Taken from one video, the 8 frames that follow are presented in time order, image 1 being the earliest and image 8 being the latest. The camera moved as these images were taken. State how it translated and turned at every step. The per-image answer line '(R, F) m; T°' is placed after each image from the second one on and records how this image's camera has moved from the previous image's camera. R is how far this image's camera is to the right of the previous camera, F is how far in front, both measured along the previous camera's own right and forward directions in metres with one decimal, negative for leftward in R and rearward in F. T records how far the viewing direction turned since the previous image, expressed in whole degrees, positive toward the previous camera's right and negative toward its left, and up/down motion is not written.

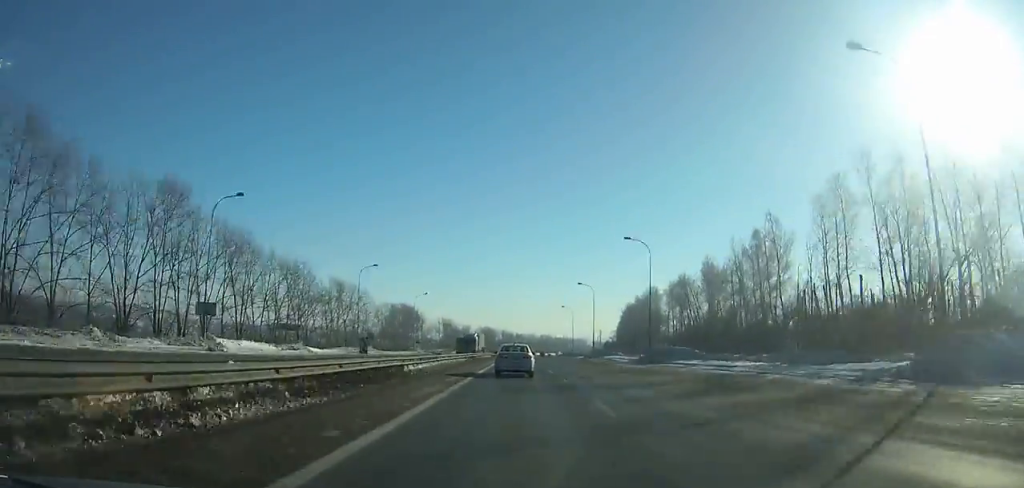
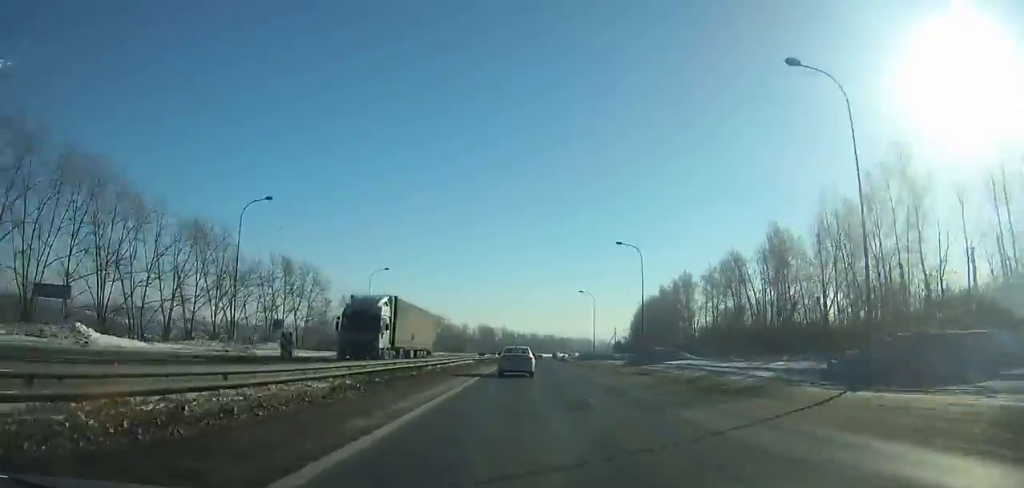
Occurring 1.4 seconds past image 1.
(-0.2, +33.3) m; 0°
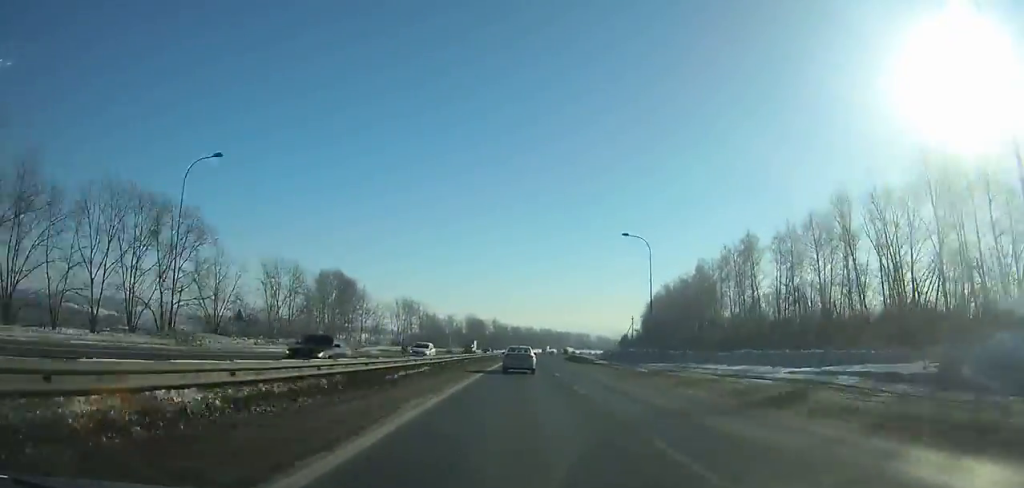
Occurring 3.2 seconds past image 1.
(+0.1, +43.7) m; +1°
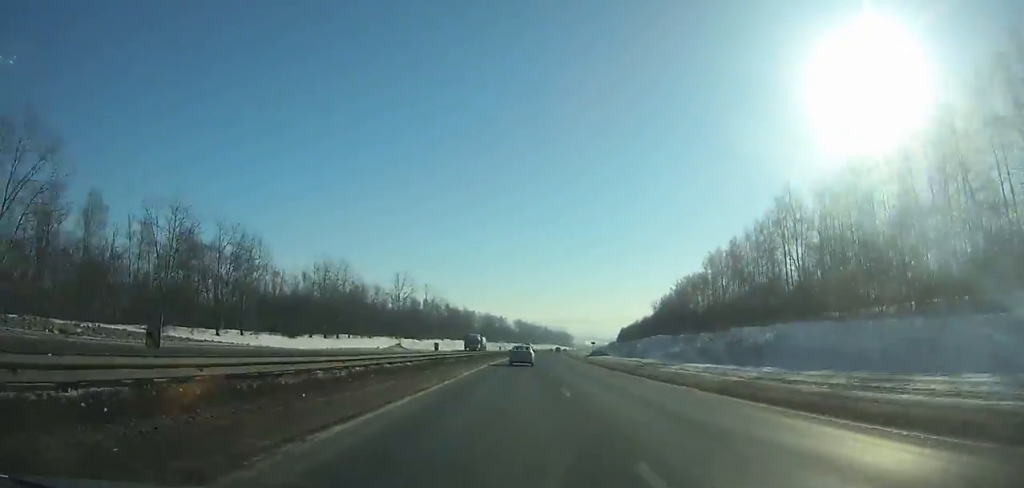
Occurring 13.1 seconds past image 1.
(+22.6, +264.1) m; +10°
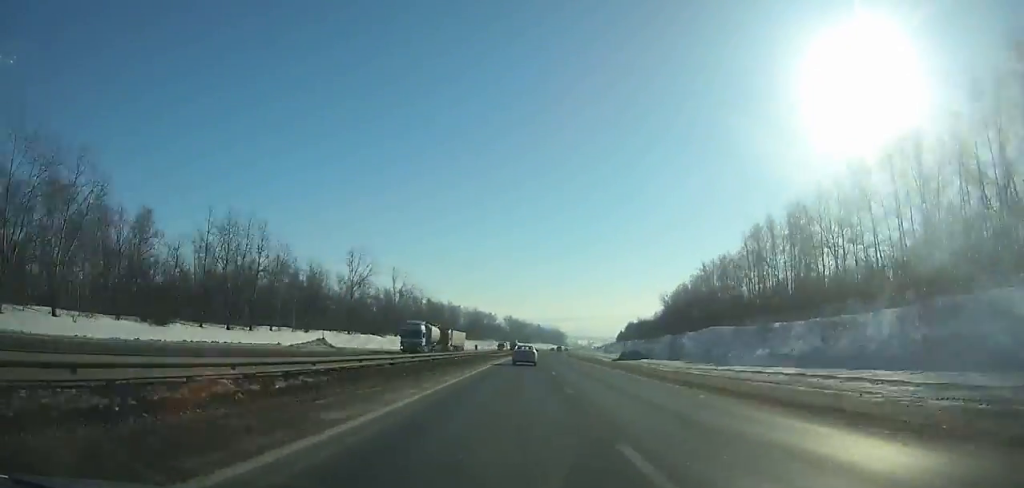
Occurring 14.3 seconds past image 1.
(0.0, +34.6) m; +1°
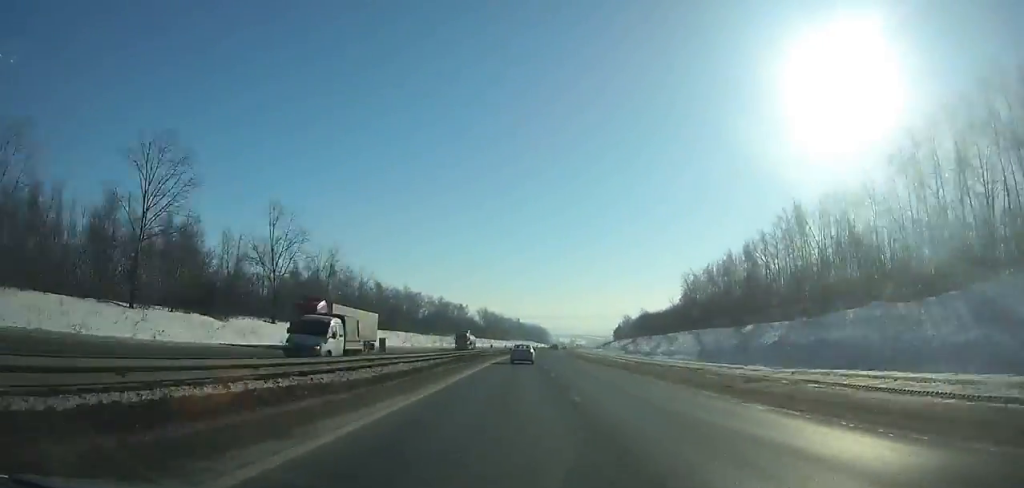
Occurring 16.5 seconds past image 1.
(+1.2, +64.9) m; +2°
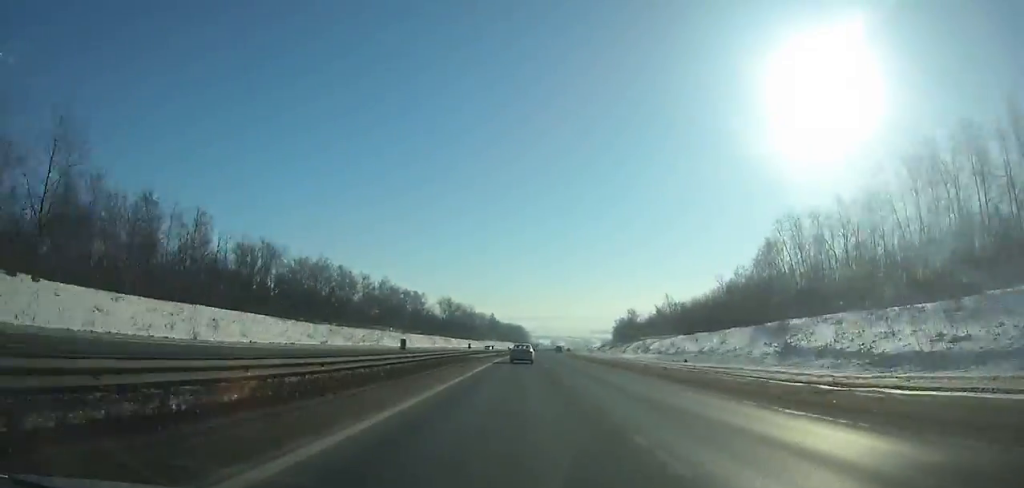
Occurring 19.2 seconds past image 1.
(+1.4, +79.8) m; +2°
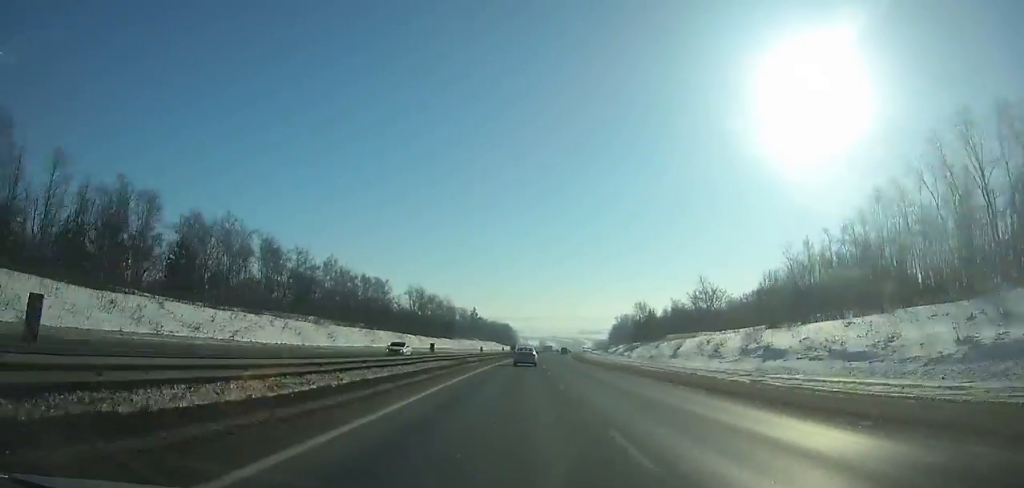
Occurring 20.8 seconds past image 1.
(+0.4, +47.5) m; +2°
